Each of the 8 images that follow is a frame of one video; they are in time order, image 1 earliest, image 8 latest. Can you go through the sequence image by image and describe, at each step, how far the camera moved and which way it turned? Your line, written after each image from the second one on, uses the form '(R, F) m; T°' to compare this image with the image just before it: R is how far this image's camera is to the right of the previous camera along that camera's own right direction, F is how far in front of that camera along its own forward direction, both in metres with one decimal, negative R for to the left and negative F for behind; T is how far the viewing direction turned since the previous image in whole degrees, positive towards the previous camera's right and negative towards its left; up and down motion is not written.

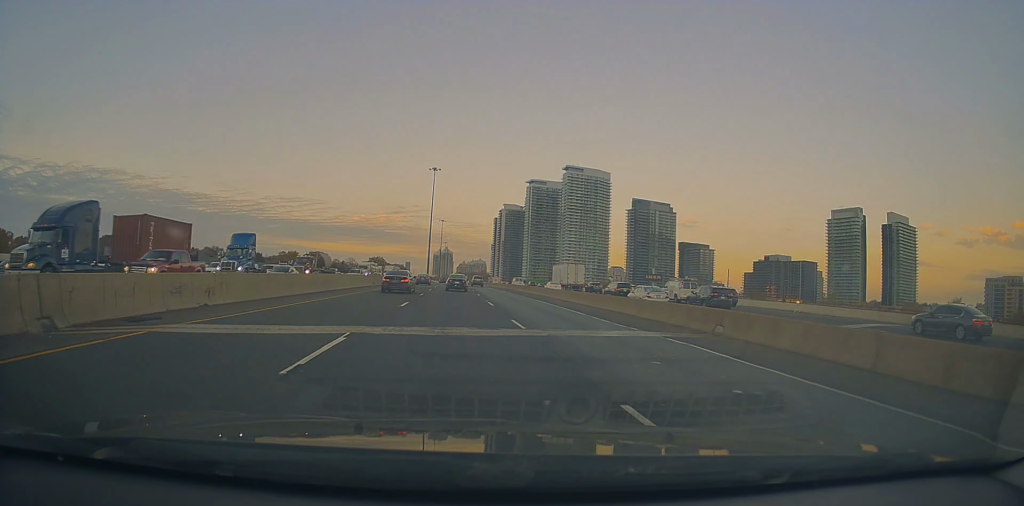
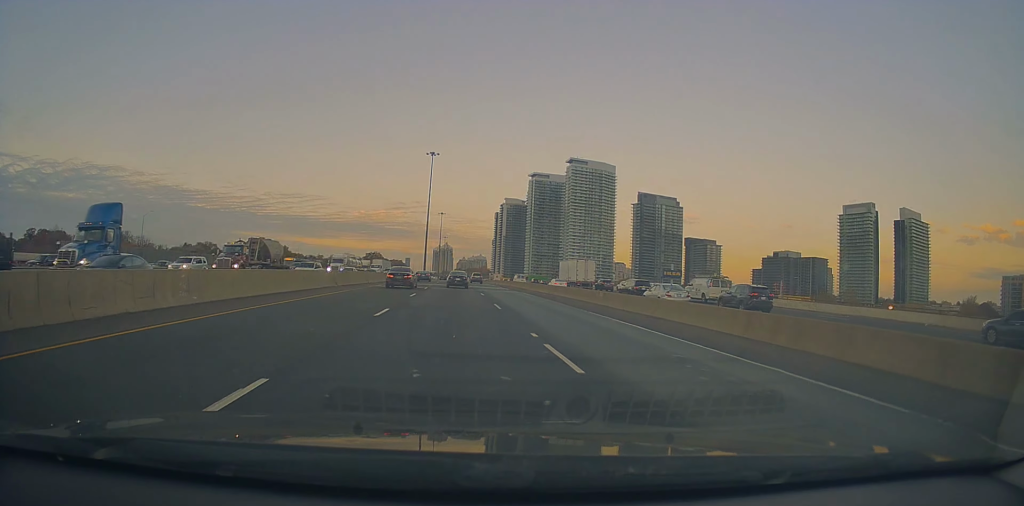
(0.0, +18.1) m; 0°
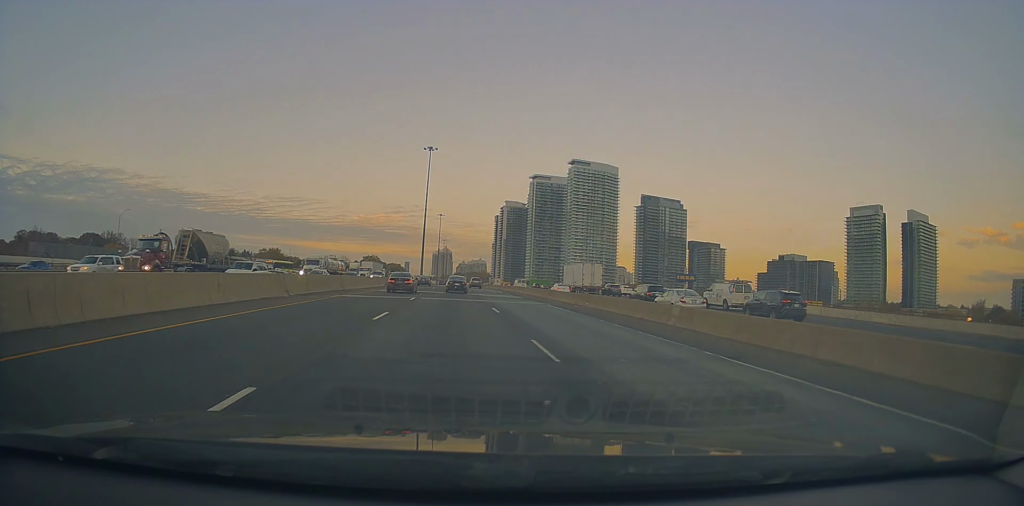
(0.0, +11.6) m; 0°
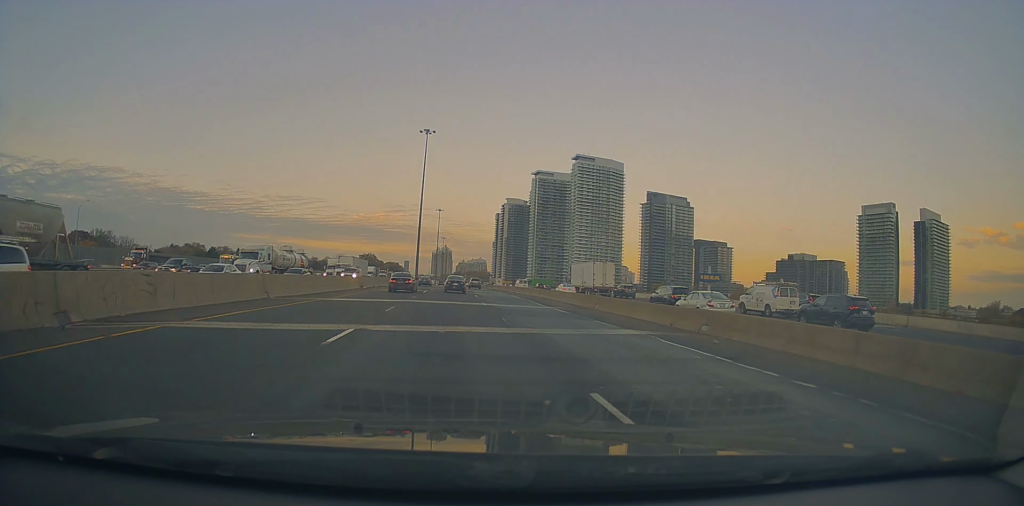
(+0.2, +17.5) m; 0°
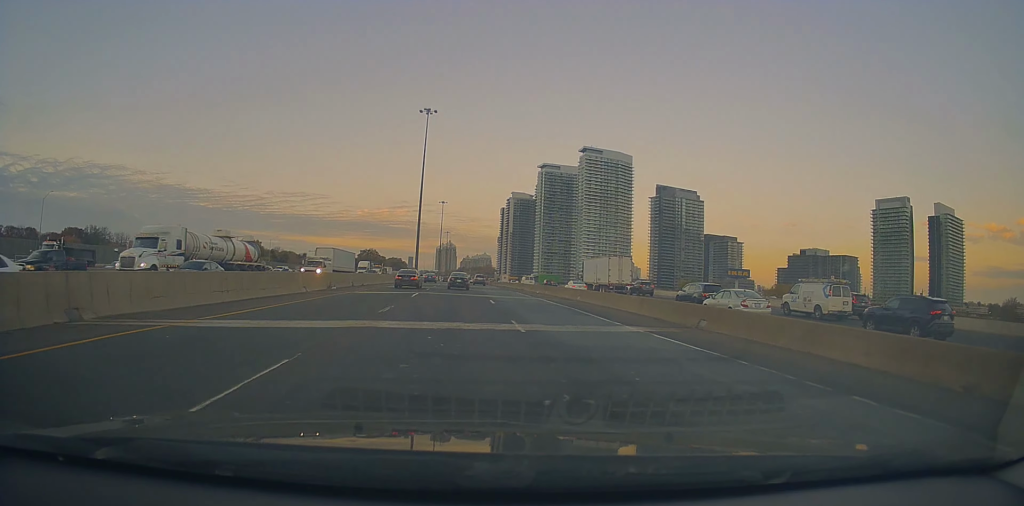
(0.0, +14.2) m; 0°
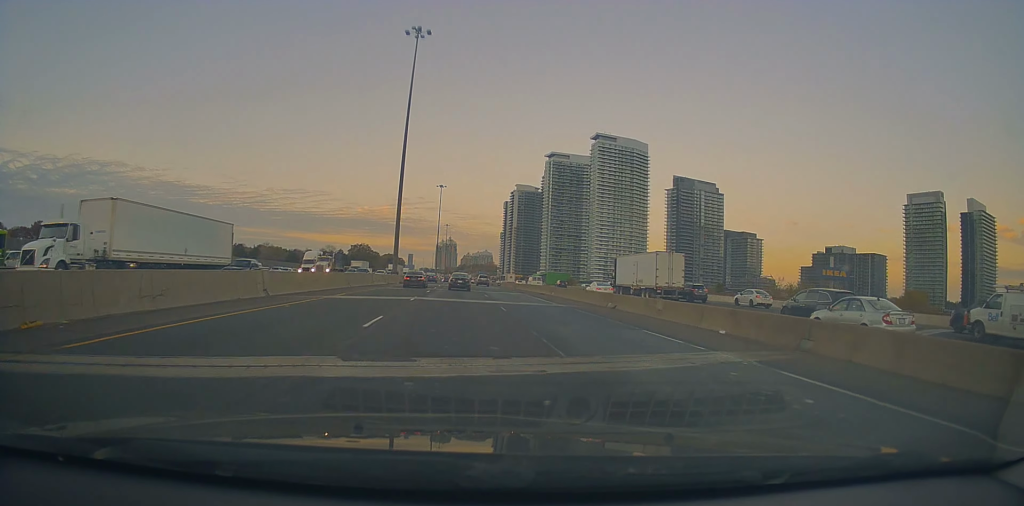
(-0.8, +40.4) m; -2°
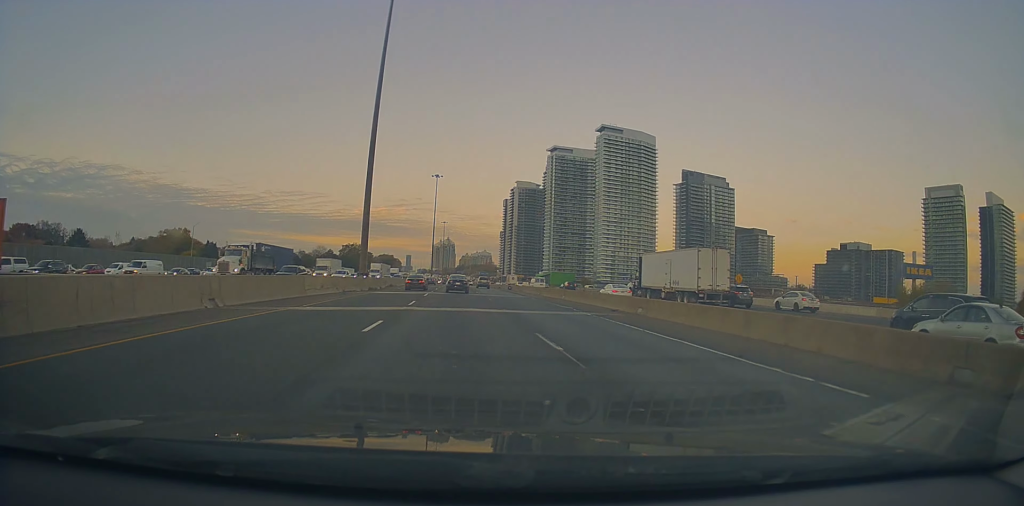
(0.0, +24.7) m; +1°
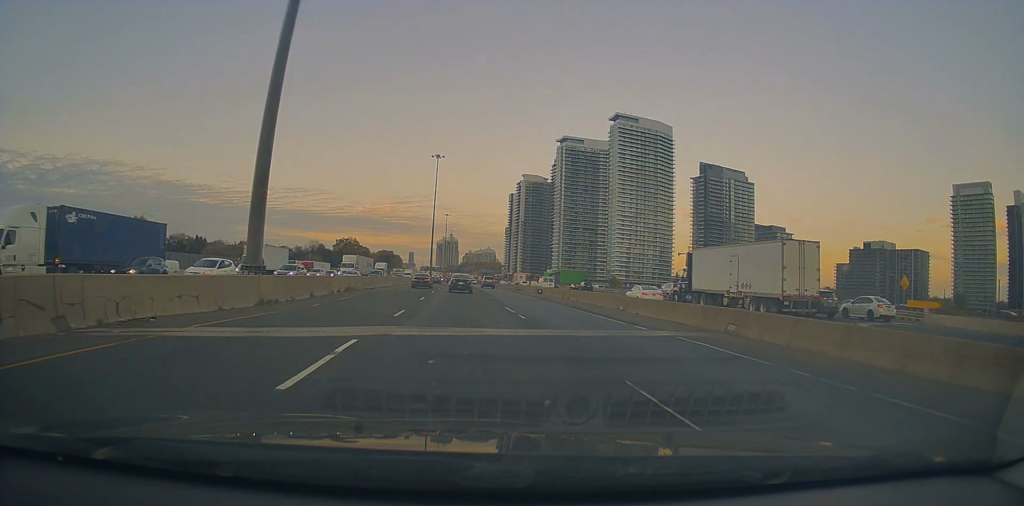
(+0.5, +28.4) m; 0°
